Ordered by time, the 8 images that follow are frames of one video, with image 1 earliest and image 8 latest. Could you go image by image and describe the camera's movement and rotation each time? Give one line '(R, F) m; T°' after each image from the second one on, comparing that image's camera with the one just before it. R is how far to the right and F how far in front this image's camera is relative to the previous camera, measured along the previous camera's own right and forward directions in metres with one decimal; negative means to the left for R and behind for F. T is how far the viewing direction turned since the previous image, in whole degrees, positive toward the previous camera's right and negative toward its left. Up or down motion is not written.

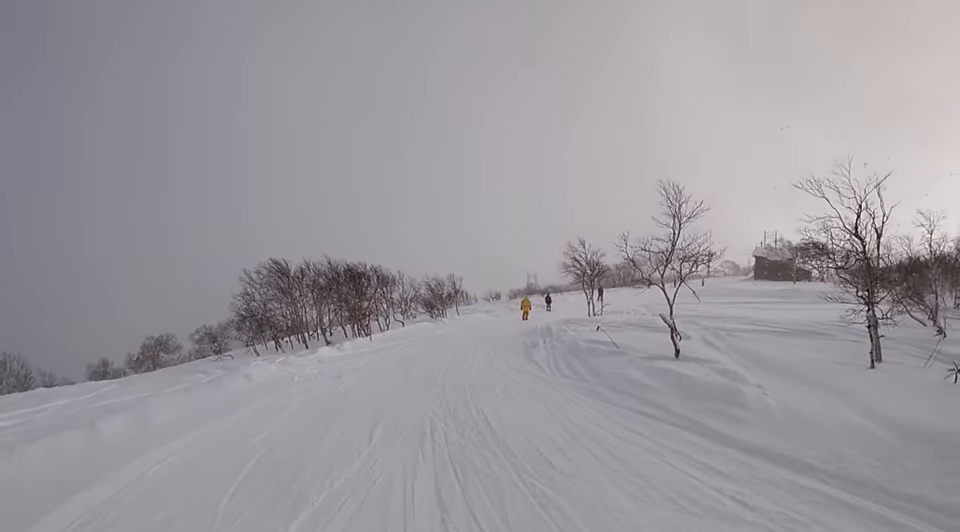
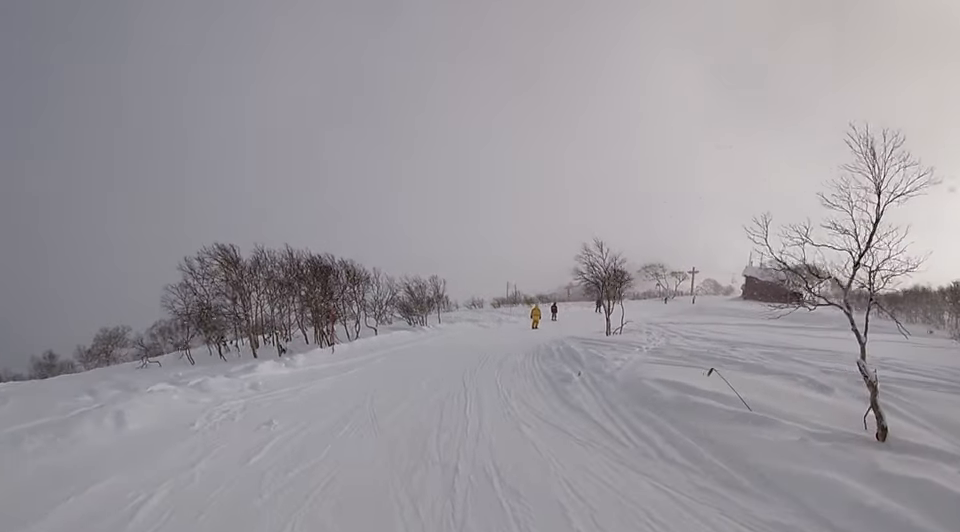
(0.0, +4.6) m; +4°
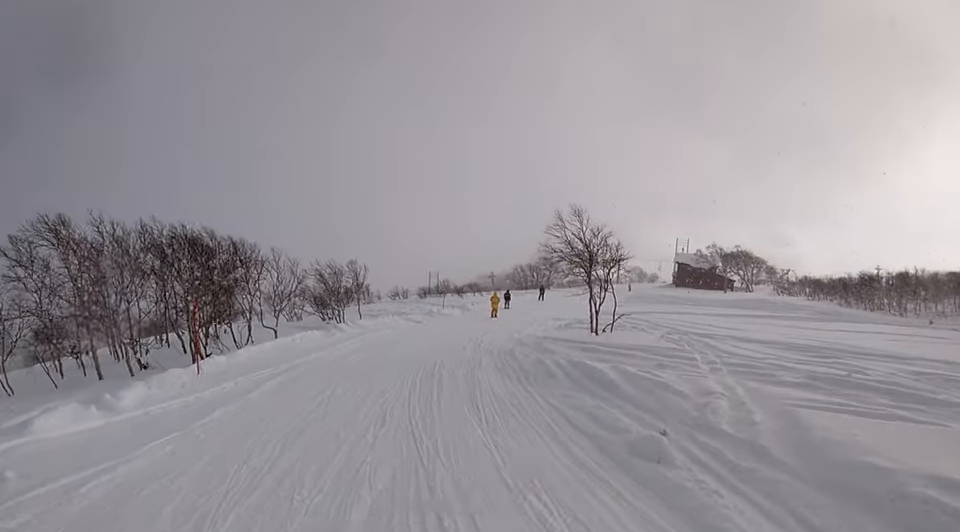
(+0.6, +5.4) m; +6°
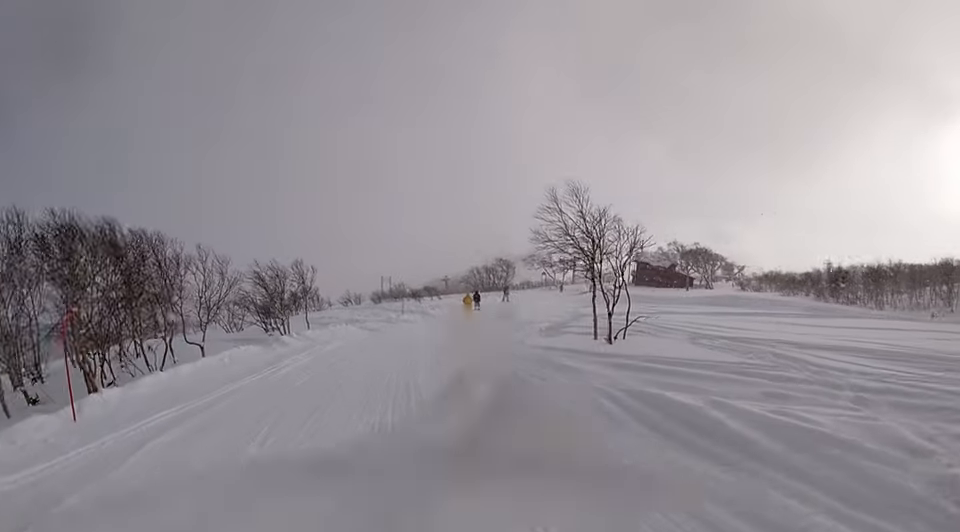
(0.0, +3.3) m; 0°
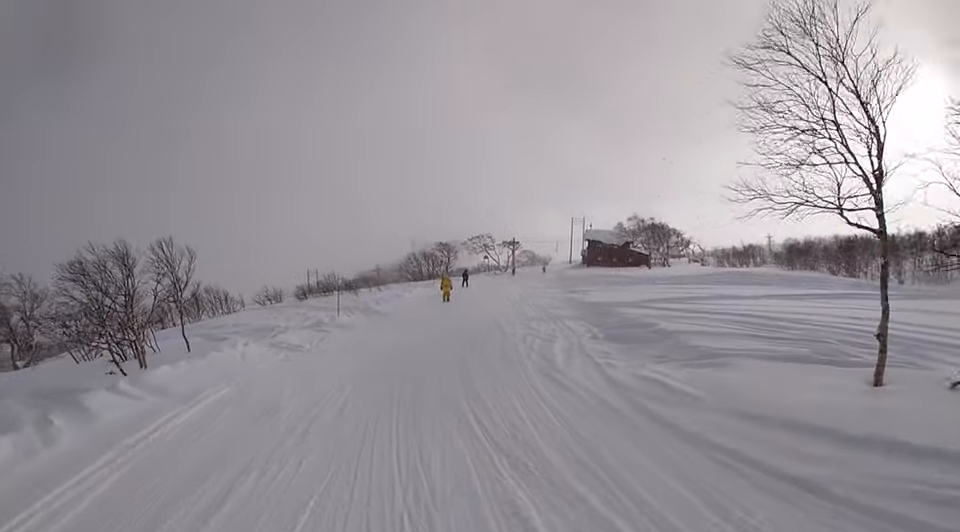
(0.0, +8.8) m; +5°
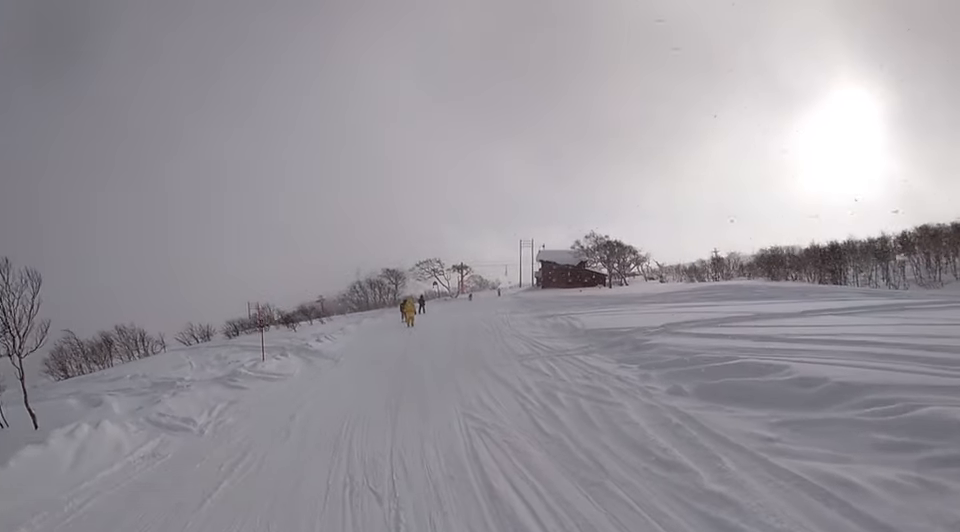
(+0.2, +5.1) m; +9°
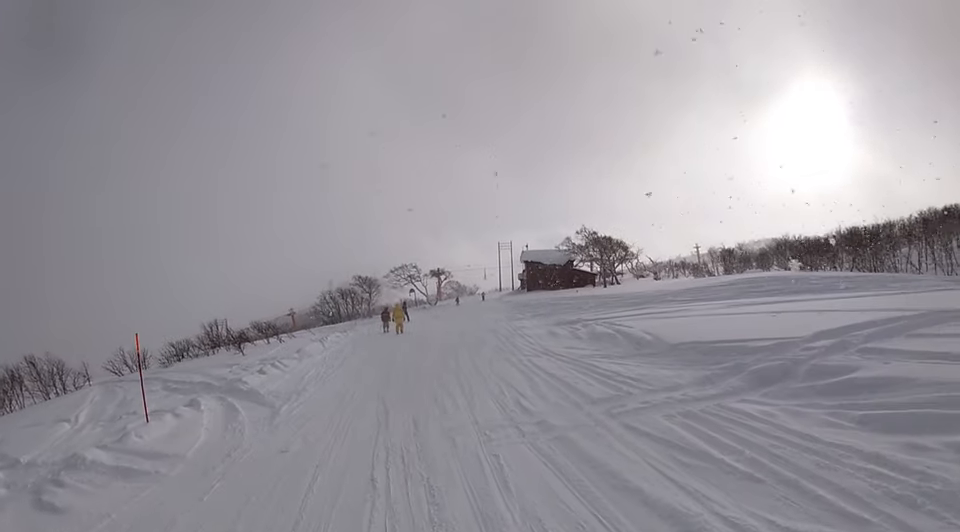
(+0.9, +6.2) m; +12°
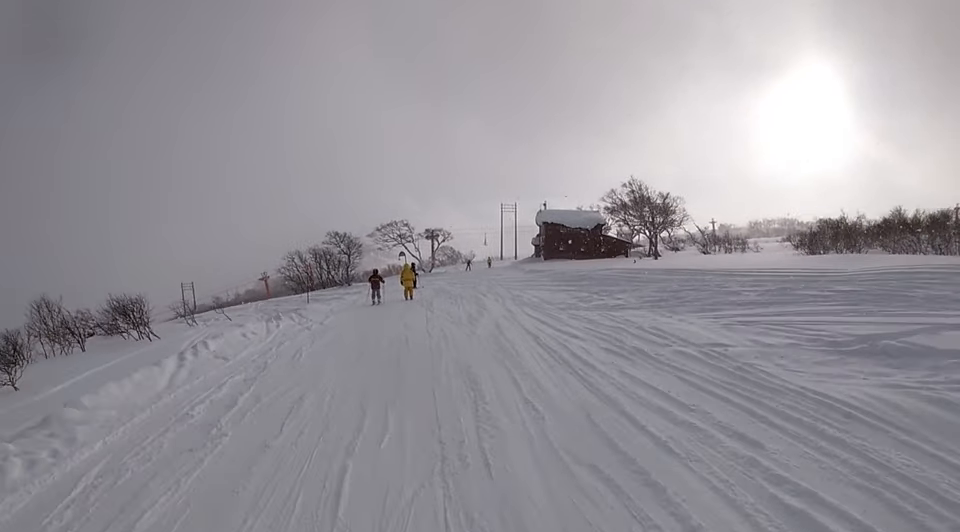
(+0.4, +14.2) m; +6°
